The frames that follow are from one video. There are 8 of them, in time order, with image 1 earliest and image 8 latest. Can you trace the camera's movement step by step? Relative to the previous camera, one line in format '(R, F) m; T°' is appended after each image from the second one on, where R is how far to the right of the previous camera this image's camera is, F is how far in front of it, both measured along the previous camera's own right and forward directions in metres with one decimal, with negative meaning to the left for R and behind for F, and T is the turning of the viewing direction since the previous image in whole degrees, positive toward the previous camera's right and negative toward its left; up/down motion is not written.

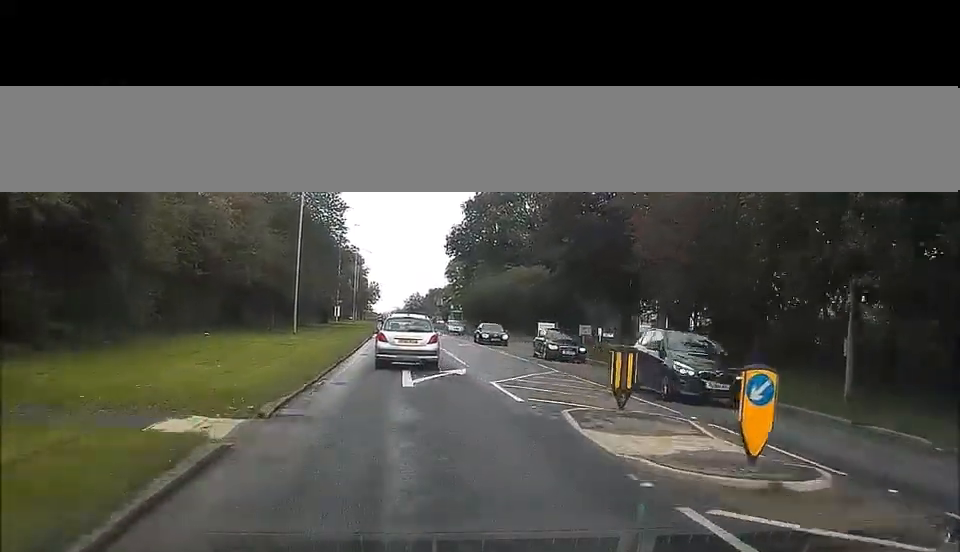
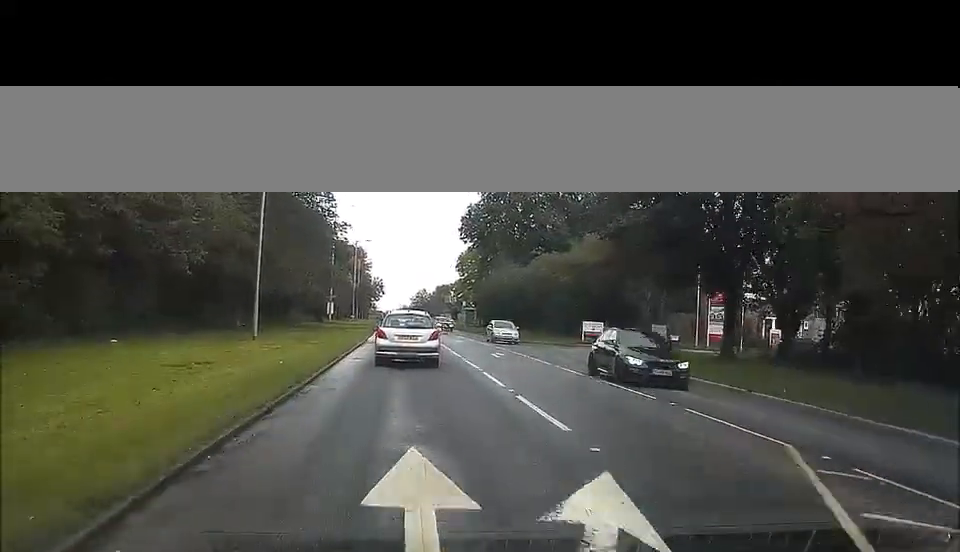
(-0.1, +16.1) m; -1°
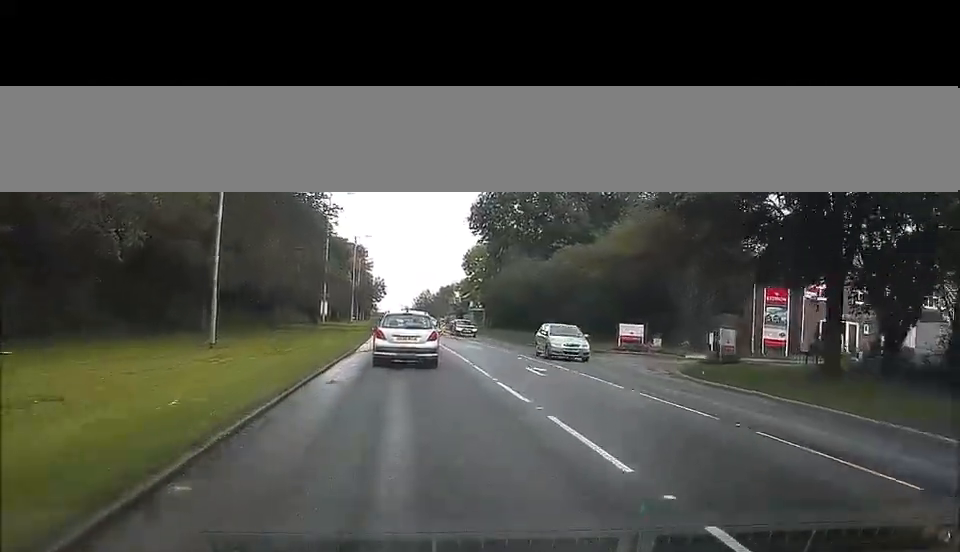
(-0.1, +8.9) m; 0°
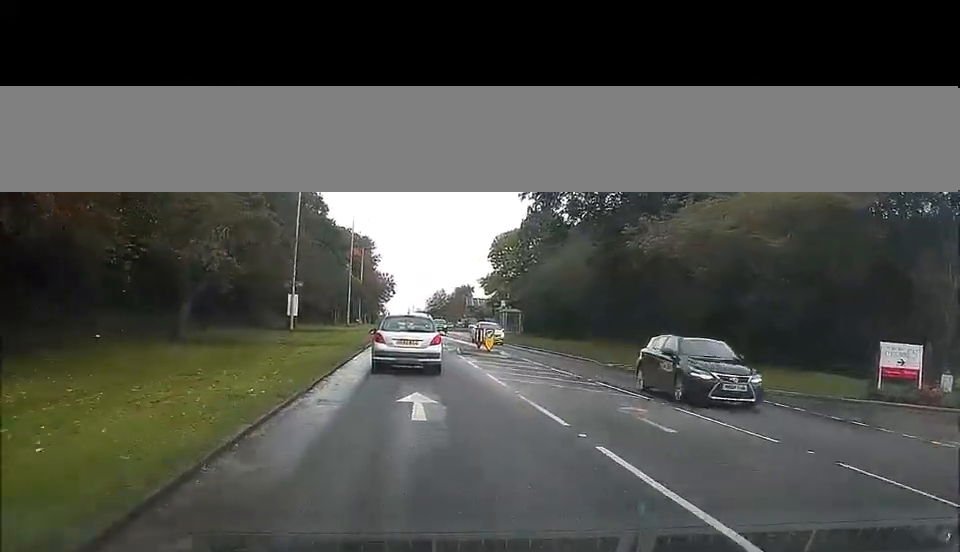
(+0.3, +26.7) m; +1°
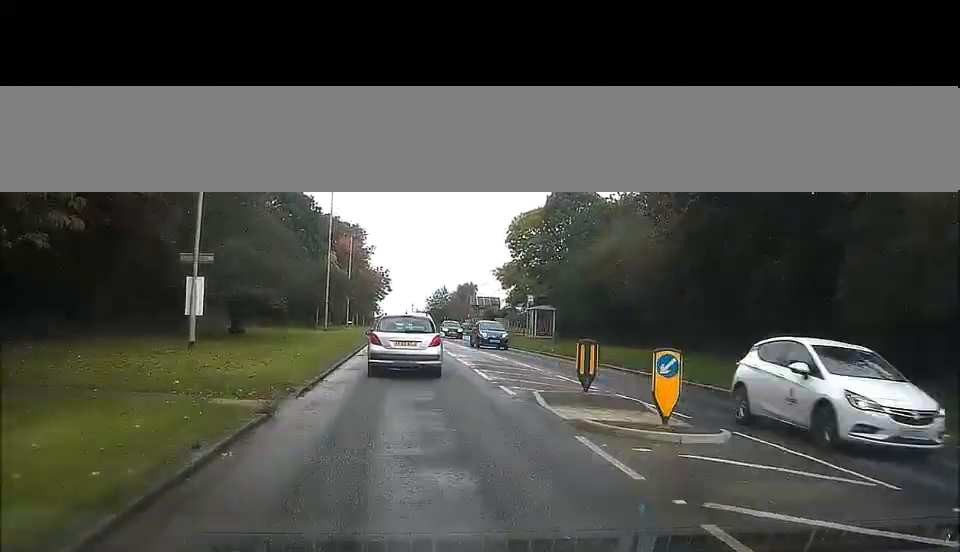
(-0.4, +22.1) m; -1°
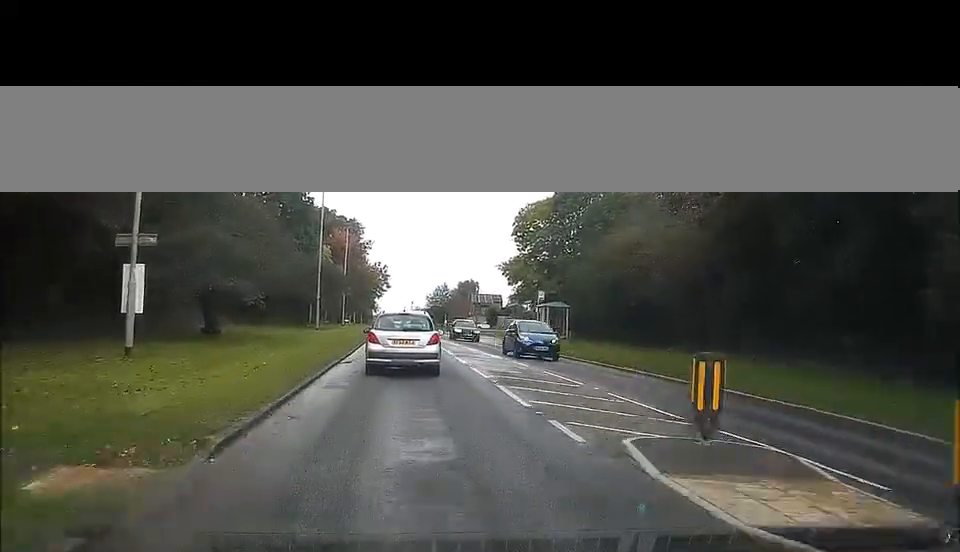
(-0.1, +6.1) m; 0°
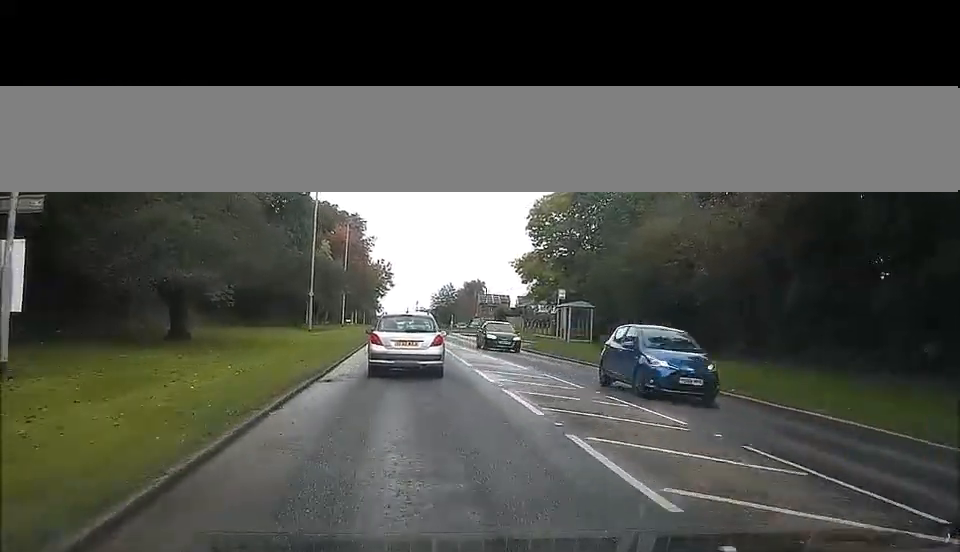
(0.0, +7.1) m; 0°
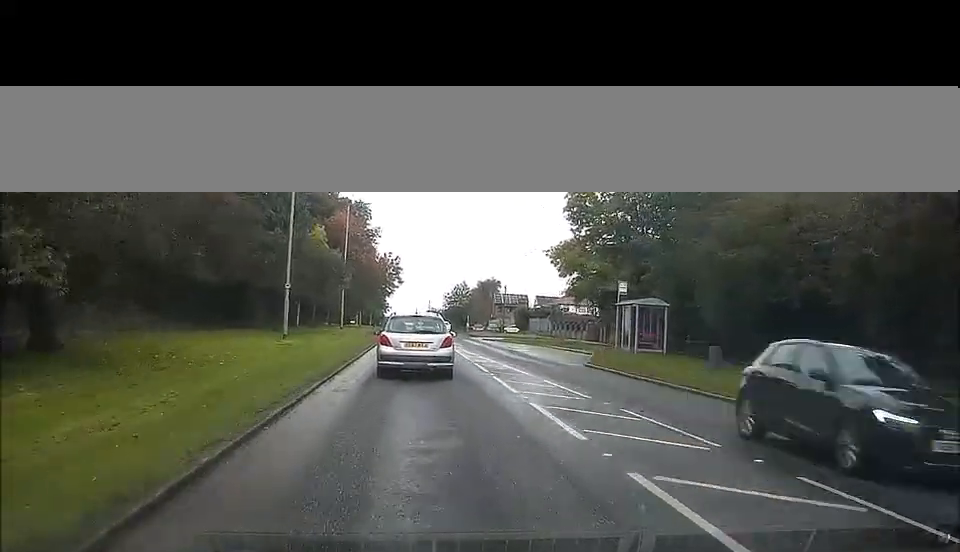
(+0.1, +14.7) m; 0°
